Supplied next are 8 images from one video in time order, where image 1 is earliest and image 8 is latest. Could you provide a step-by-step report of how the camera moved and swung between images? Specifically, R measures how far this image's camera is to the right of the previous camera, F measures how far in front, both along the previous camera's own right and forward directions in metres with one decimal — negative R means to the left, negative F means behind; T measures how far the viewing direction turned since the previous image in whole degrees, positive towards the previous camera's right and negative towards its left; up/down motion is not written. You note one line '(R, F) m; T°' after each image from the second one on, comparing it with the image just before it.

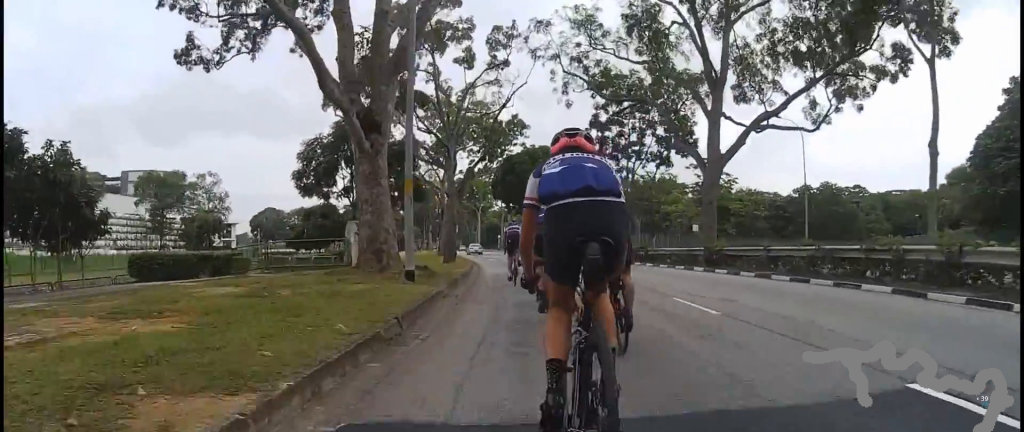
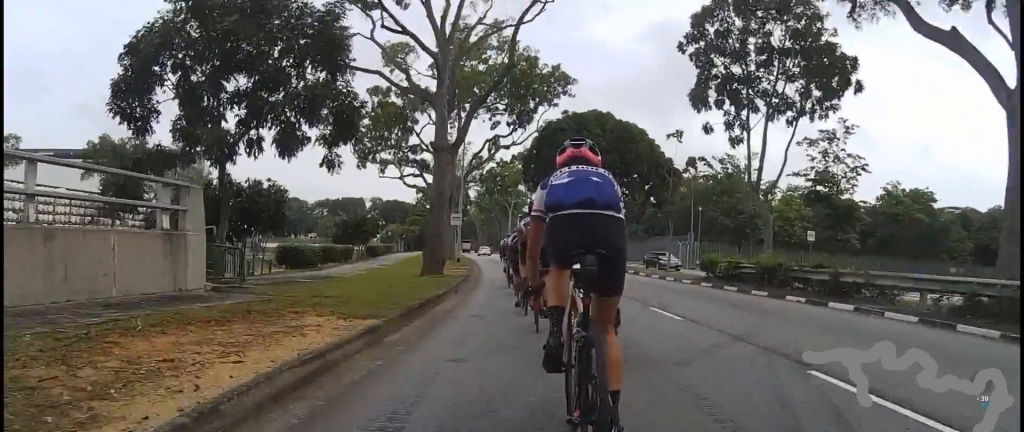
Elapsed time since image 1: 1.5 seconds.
(-1.3, +16.6) m; -5°
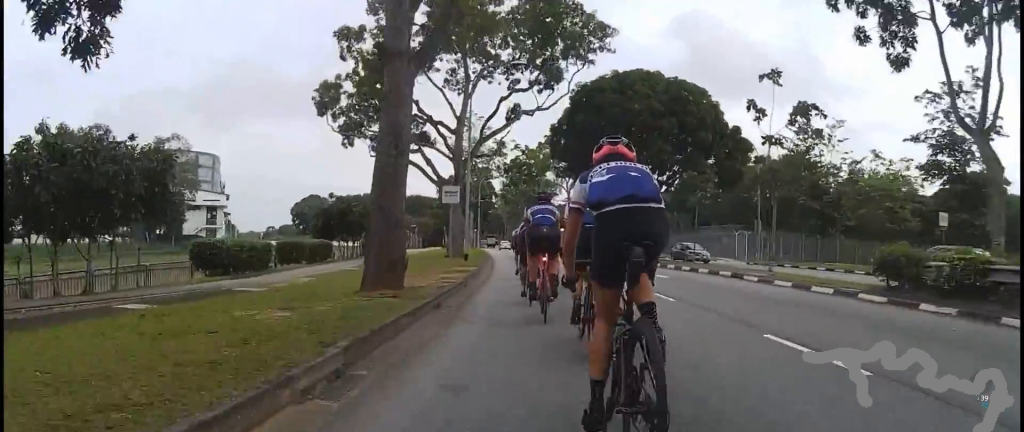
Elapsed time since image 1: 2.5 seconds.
(0.0, +10.4) m; 0°
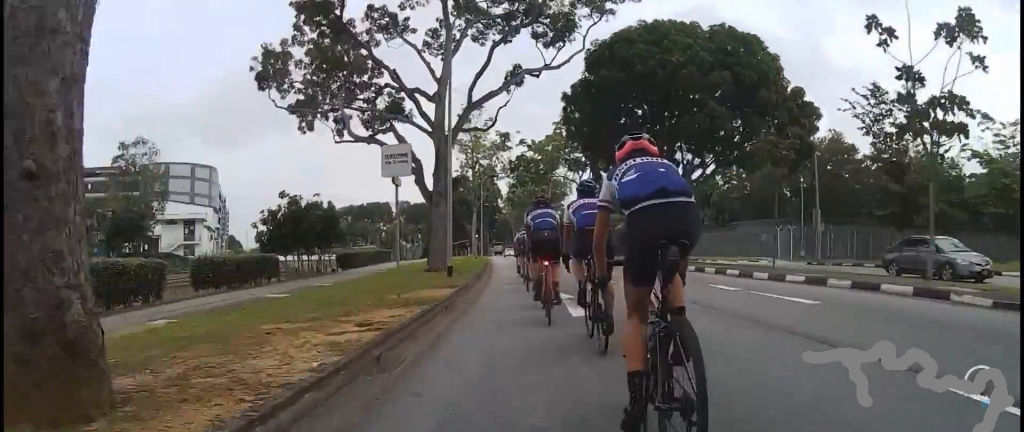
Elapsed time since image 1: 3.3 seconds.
(0.0, +8.8) m; 0°
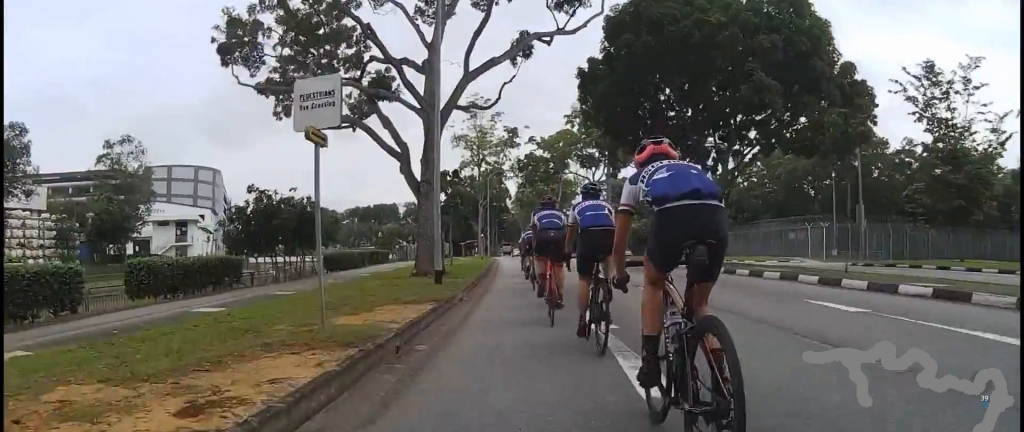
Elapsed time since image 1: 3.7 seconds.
(0.0, +4.4) m; 0°
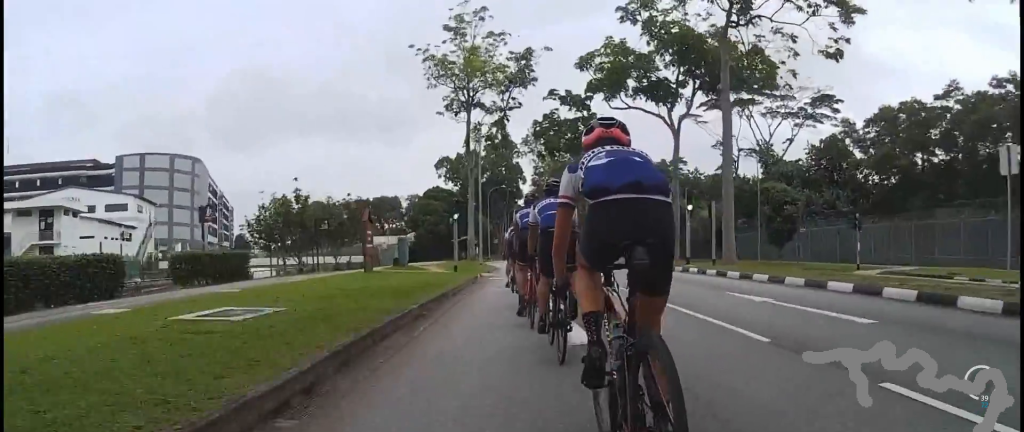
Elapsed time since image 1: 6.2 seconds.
(0.0, +28.4) m; 0°
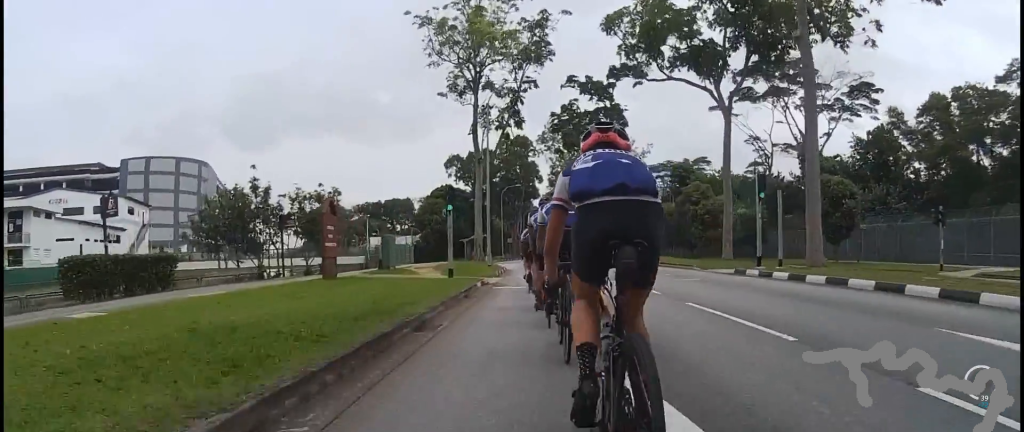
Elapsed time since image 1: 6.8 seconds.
(0.0, +6.4) m; 0°
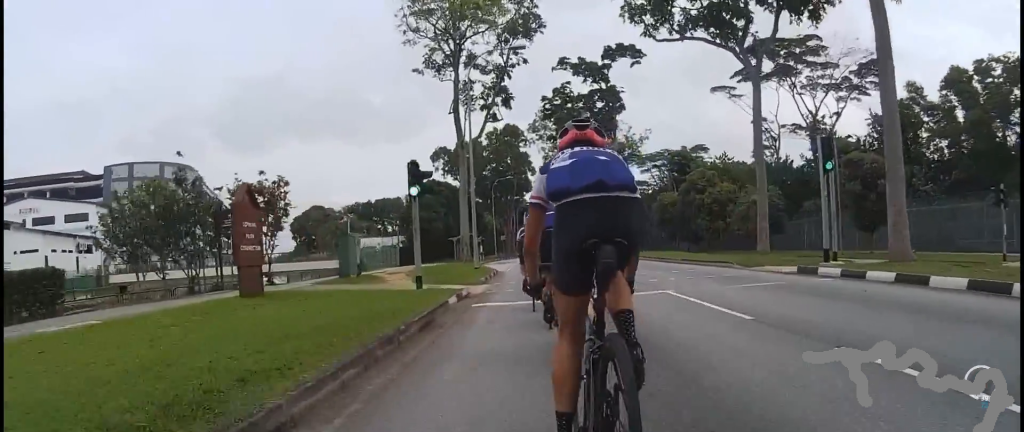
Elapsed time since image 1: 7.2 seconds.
(0.0, +4.8) m; 0°
